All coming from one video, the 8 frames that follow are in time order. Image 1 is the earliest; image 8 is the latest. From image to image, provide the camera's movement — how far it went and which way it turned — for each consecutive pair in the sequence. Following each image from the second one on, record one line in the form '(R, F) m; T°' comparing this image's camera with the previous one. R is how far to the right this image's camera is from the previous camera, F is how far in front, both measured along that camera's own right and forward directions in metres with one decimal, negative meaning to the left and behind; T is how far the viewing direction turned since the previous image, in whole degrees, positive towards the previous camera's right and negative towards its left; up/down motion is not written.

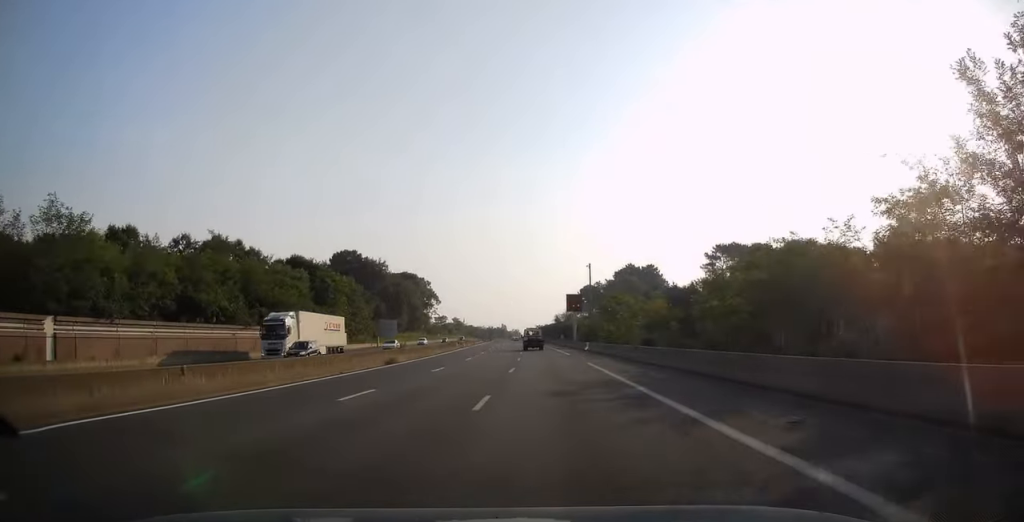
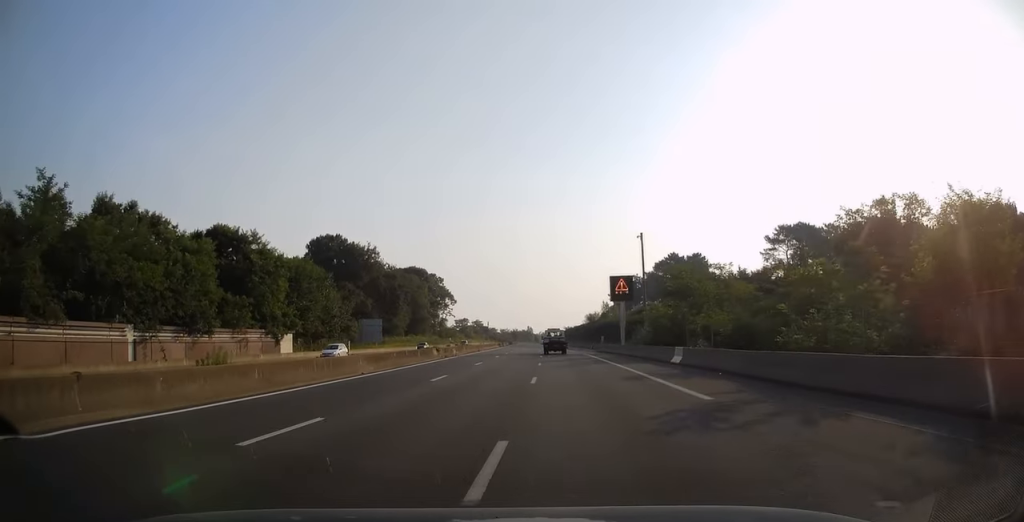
(-0.4, +32.6) m; -2°
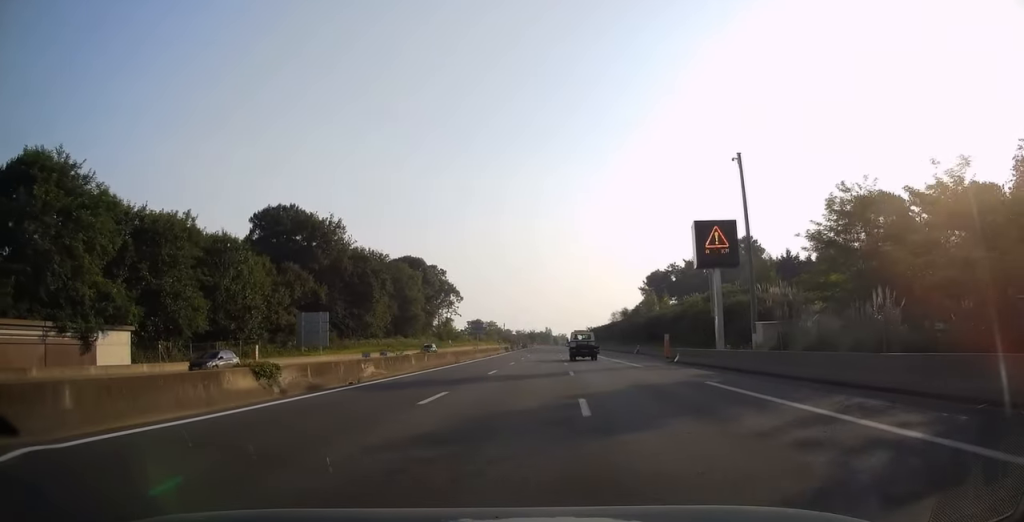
(-0.9, +33.6) m; -2°
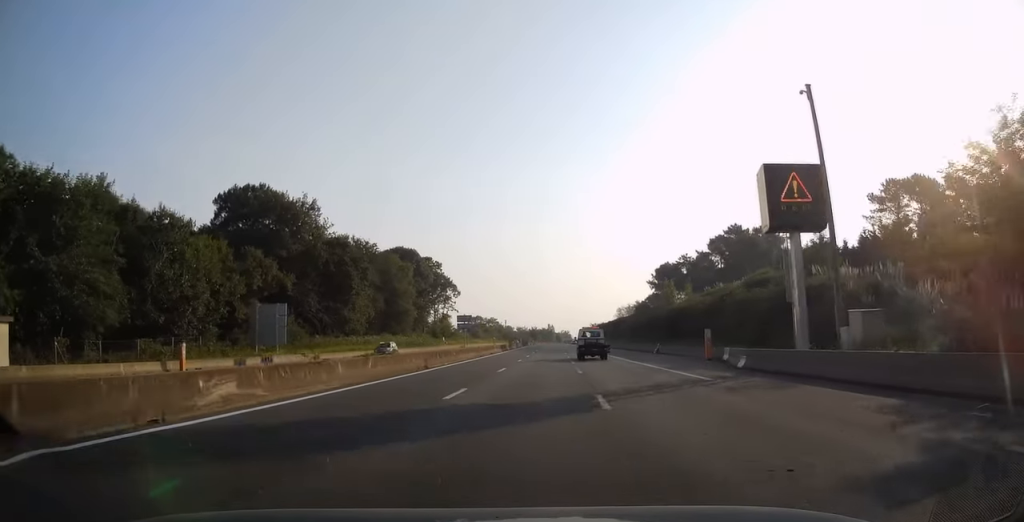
(+0.1, +12.4) m; 0°
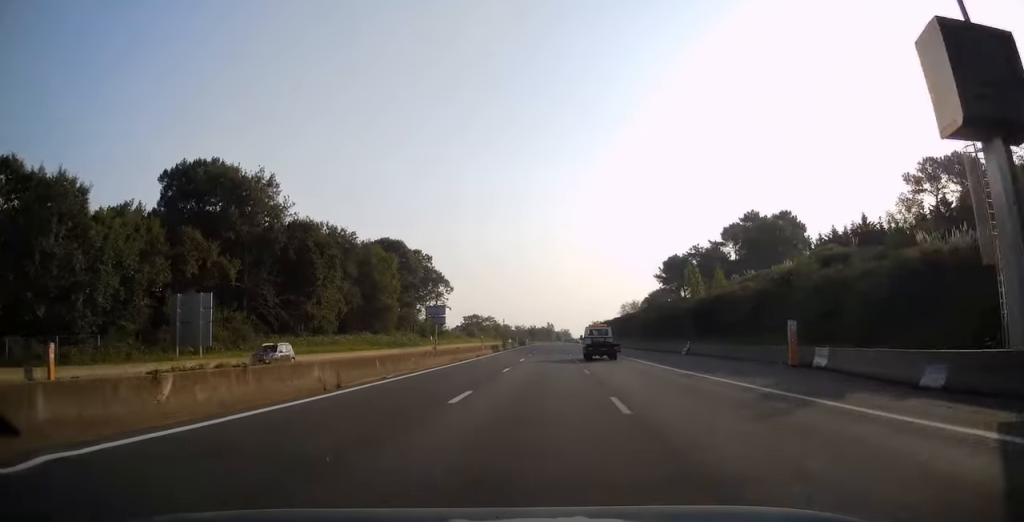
(+0.1, +13.8) m; 0°
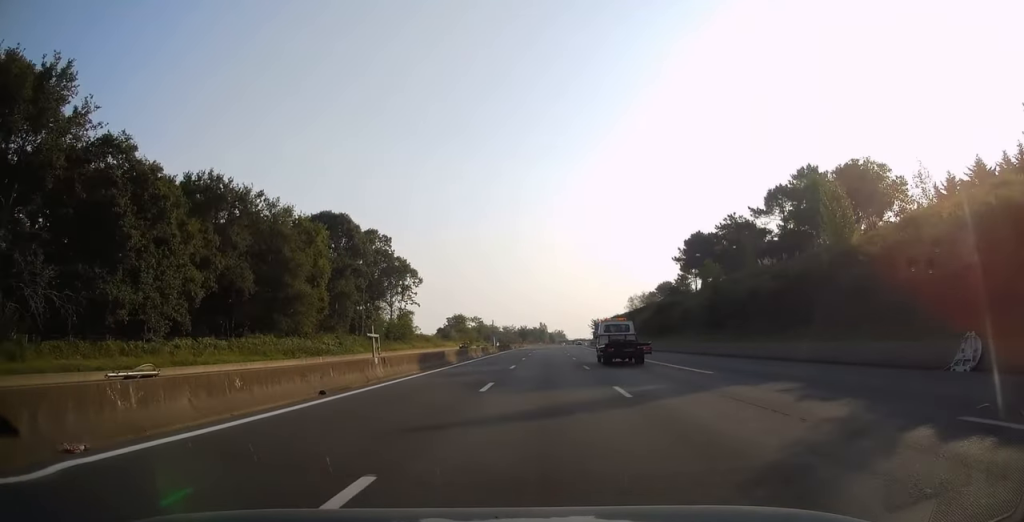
(0.0, +36.6) m; 0°
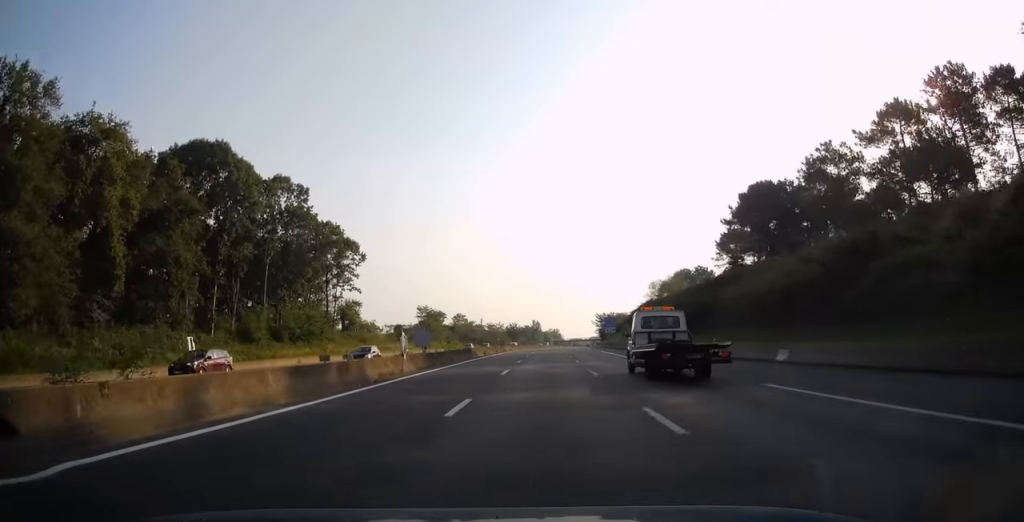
(+0.2, +44.6) m; +1°
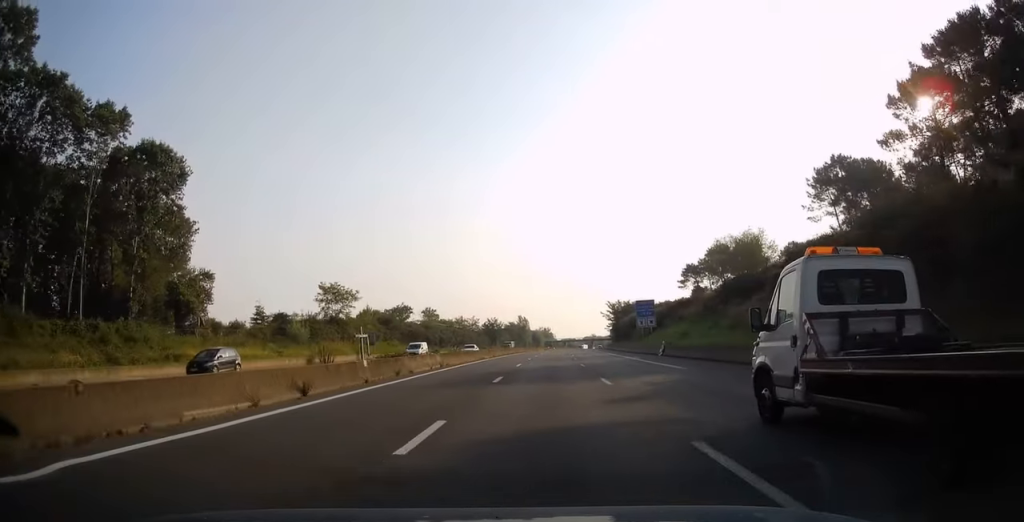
(+0.8, +56.3) m; +1°
